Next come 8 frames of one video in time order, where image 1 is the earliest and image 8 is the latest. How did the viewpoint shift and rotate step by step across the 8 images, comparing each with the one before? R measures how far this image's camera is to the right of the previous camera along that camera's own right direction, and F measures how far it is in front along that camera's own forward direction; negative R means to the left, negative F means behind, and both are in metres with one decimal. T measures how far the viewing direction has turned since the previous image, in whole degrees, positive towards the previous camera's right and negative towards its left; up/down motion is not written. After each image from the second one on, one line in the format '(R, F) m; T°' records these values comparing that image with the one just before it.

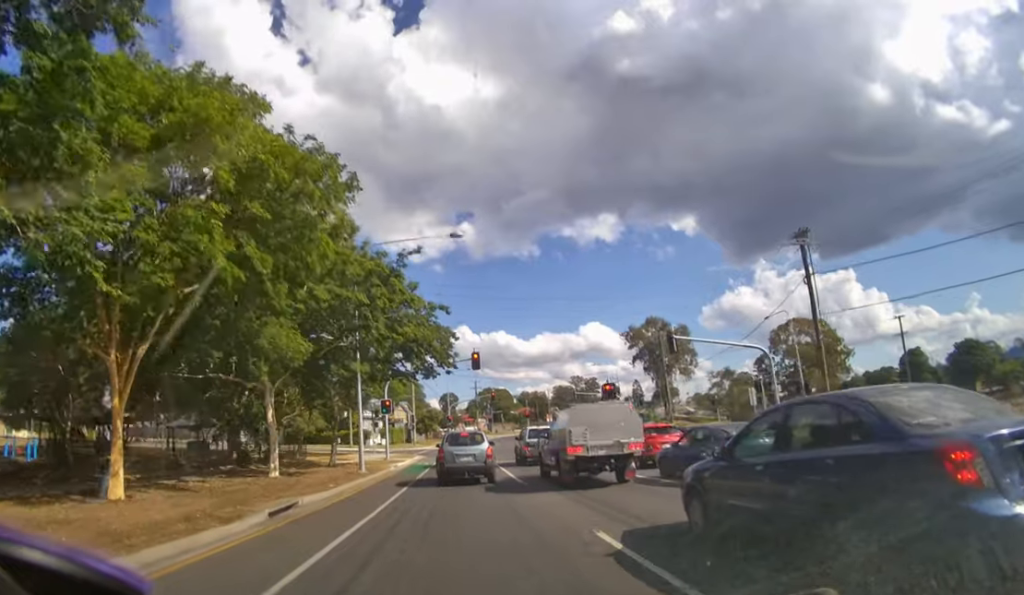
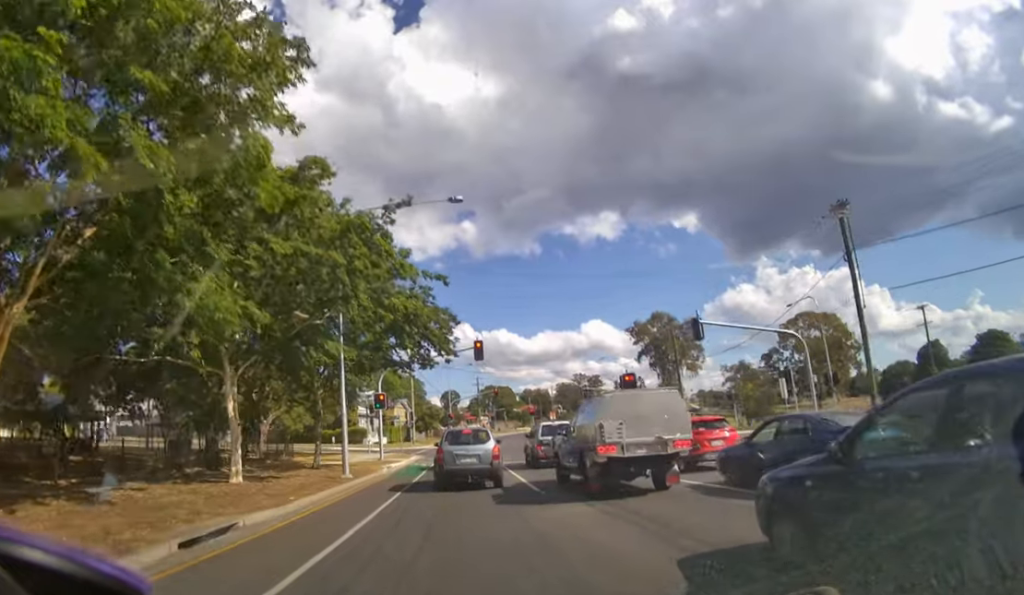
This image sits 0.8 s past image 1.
(0.0, +3.5) m; 0°
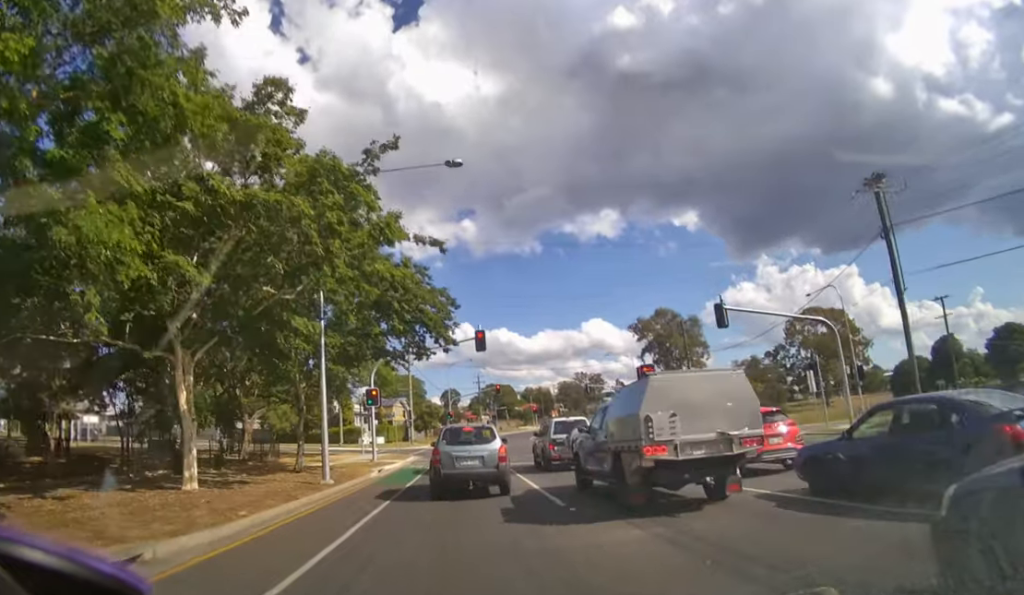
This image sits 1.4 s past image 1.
(-0.1, +2.7) m; 0°
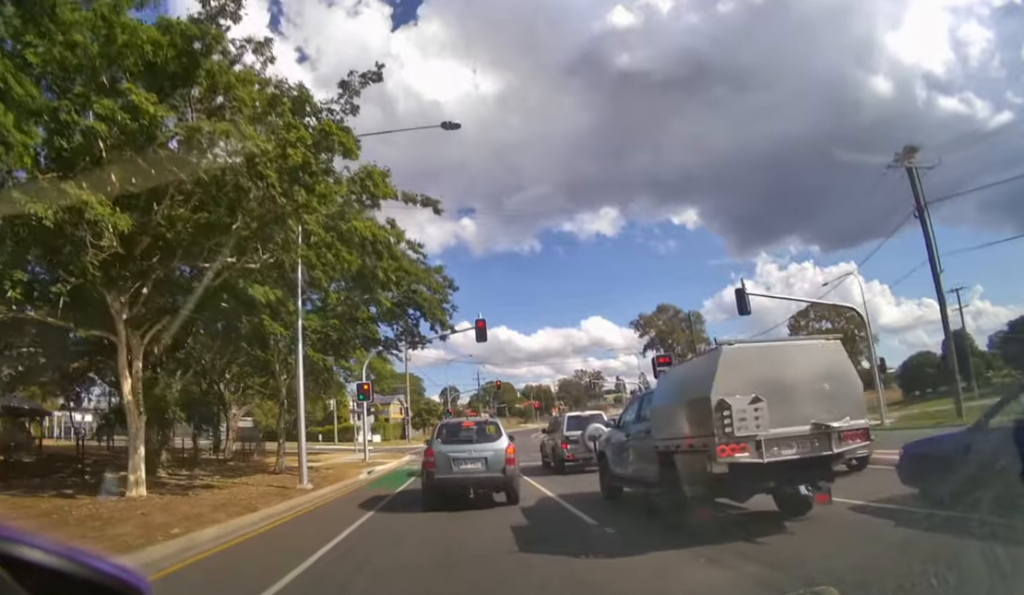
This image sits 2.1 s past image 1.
(0.0, +2.1) m; 0°
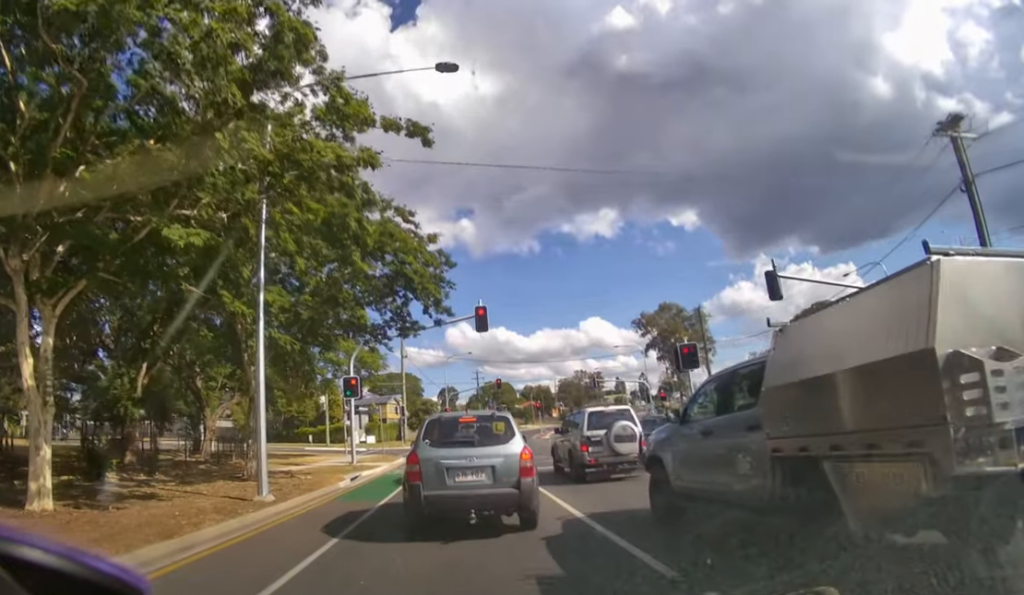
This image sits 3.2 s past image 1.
(0.0, +2.5) m; 0°
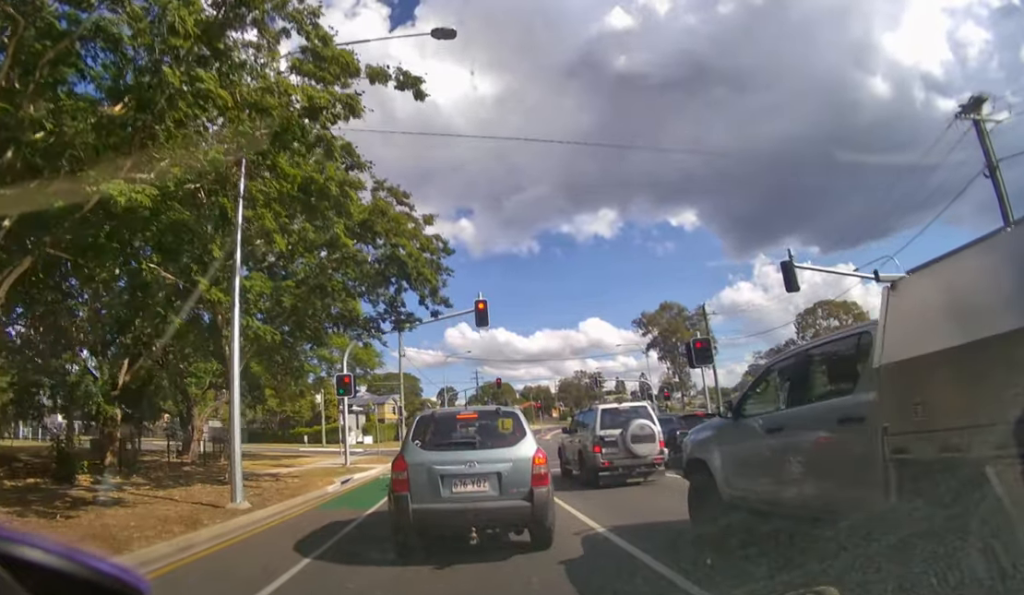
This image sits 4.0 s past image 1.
(0.0, +1.2) m; 0°
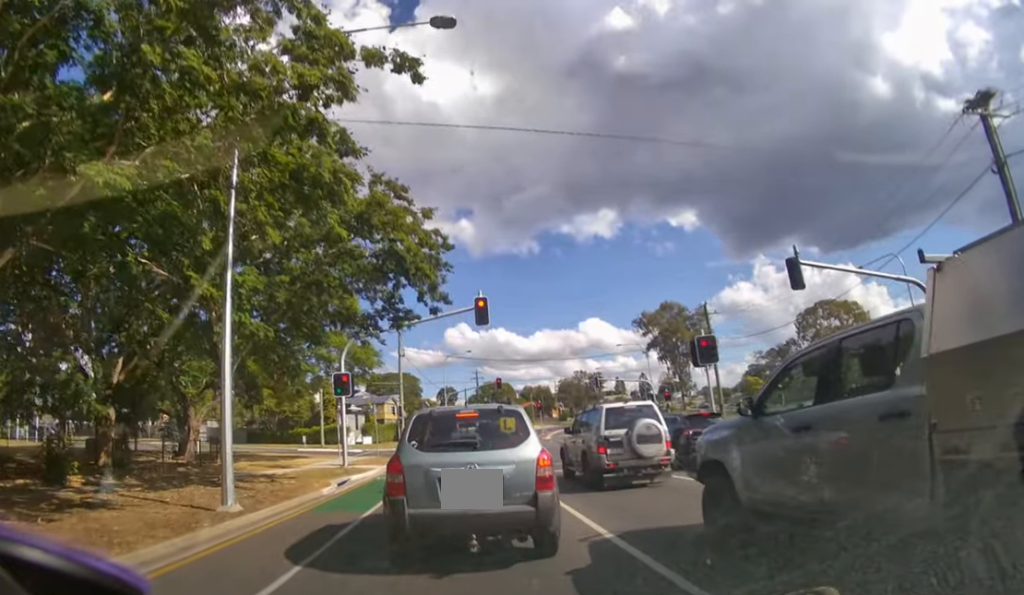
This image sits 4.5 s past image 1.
(0.0, +0.6) m; 0°
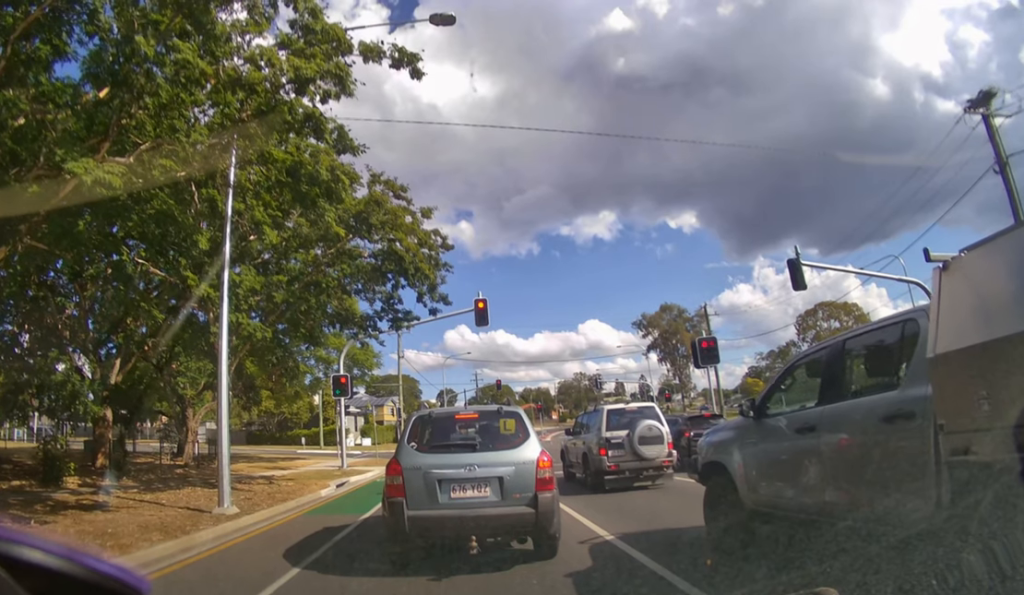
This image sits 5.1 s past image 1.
(+0.1, 0.0) m; 0°
